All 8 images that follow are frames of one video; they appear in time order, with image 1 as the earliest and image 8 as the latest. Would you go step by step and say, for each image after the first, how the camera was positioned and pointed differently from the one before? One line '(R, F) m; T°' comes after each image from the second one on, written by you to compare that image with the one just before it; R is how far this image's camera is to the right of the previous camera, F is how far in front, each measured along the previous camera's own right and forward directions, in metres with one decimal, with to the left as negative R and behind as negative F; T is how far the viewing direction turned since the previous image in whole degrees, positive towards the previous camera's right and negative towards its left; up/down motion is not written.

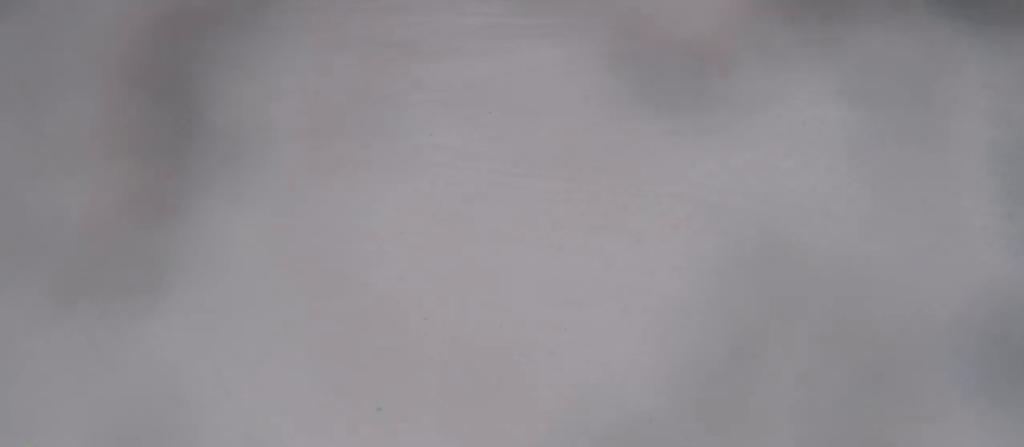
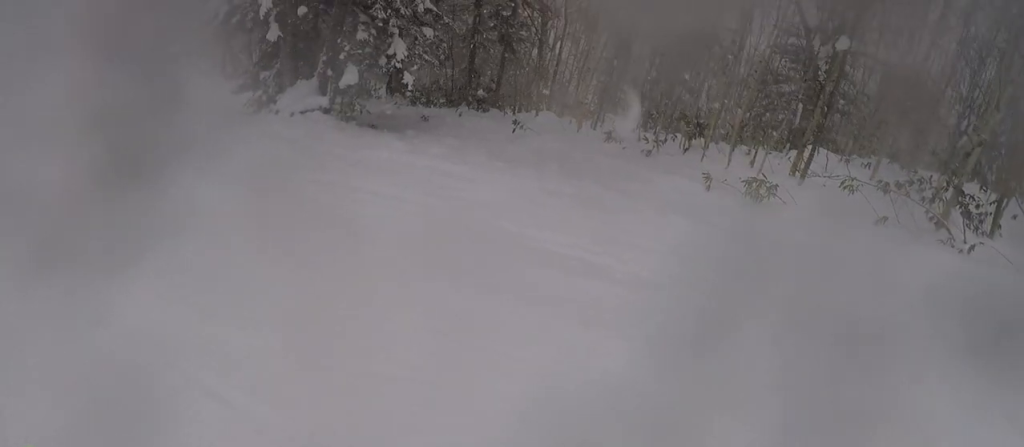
(+0.6, +4.2) m; -14°
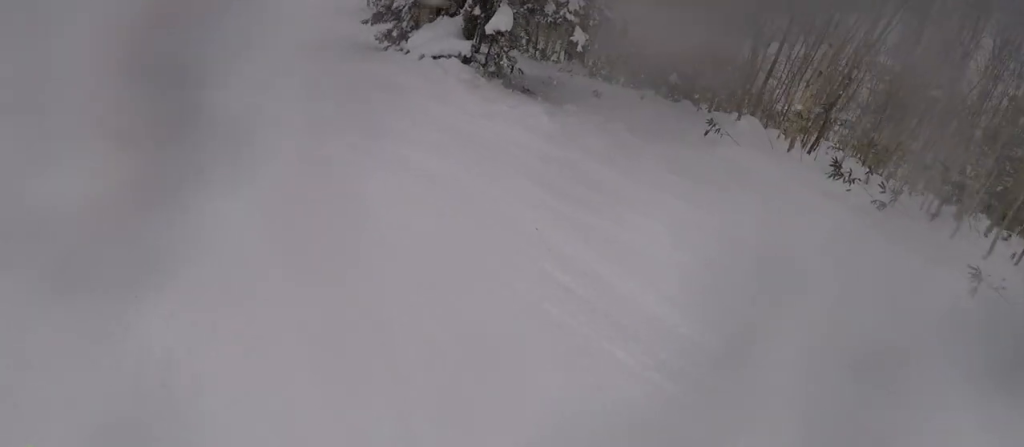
(-1.6, +4.0) m; -19°
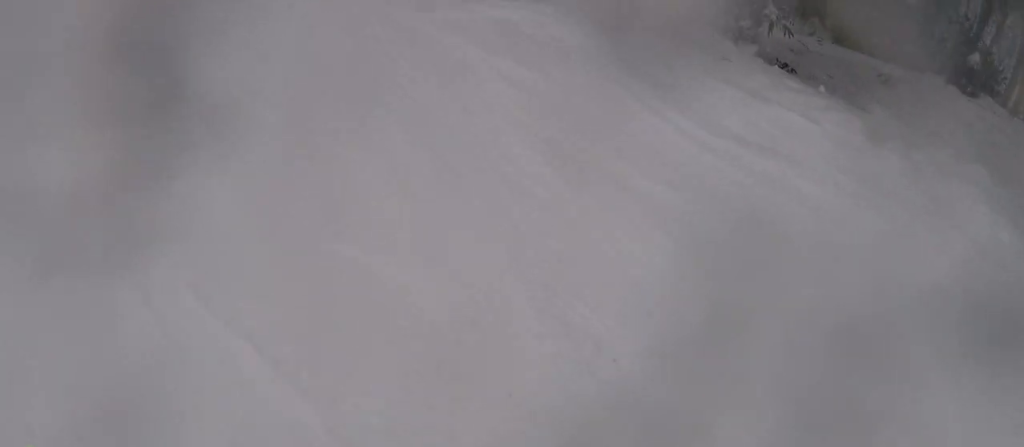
(-0.8, +6.0) m; -15°
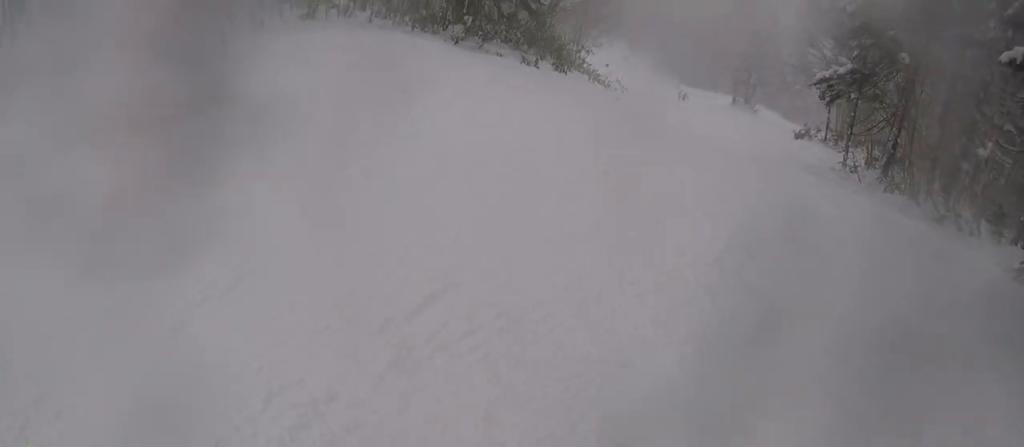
(-0.8, +6.2) m; -5°
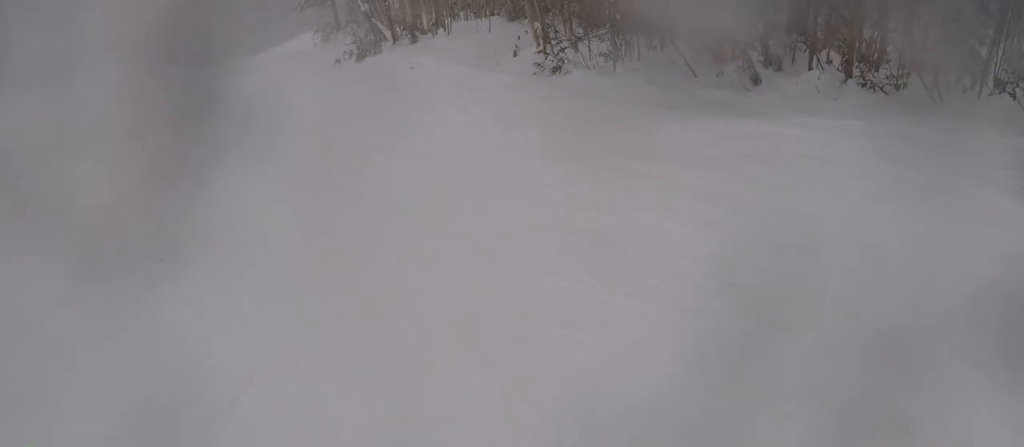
(+6.8, +16.0) m; +50°
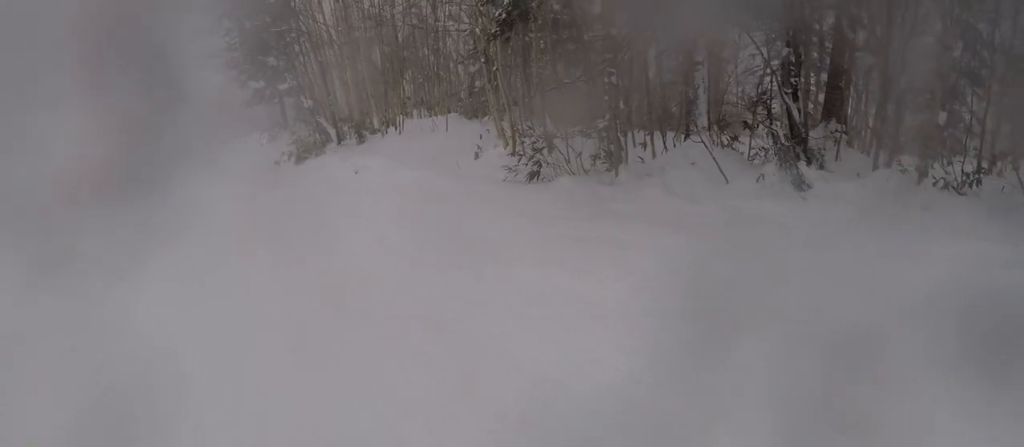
(+0.3, +4.0) m; -3°
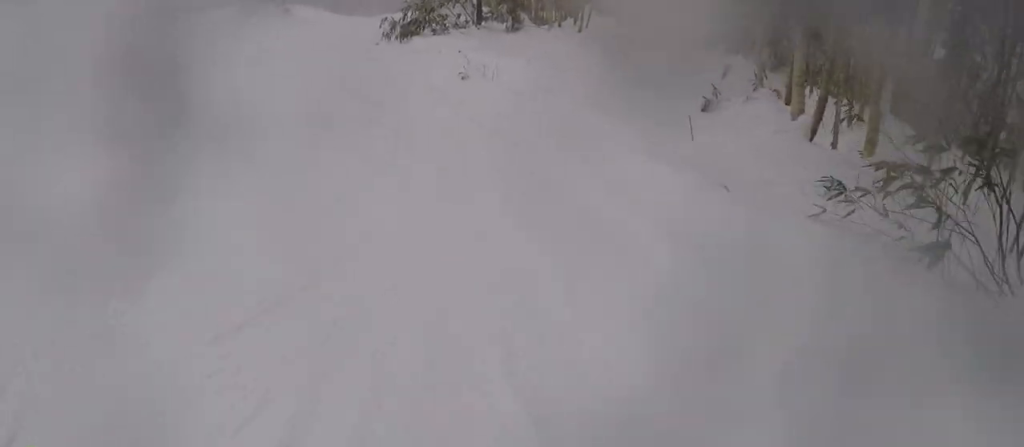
(-0.8, +8.1) m; -28°
